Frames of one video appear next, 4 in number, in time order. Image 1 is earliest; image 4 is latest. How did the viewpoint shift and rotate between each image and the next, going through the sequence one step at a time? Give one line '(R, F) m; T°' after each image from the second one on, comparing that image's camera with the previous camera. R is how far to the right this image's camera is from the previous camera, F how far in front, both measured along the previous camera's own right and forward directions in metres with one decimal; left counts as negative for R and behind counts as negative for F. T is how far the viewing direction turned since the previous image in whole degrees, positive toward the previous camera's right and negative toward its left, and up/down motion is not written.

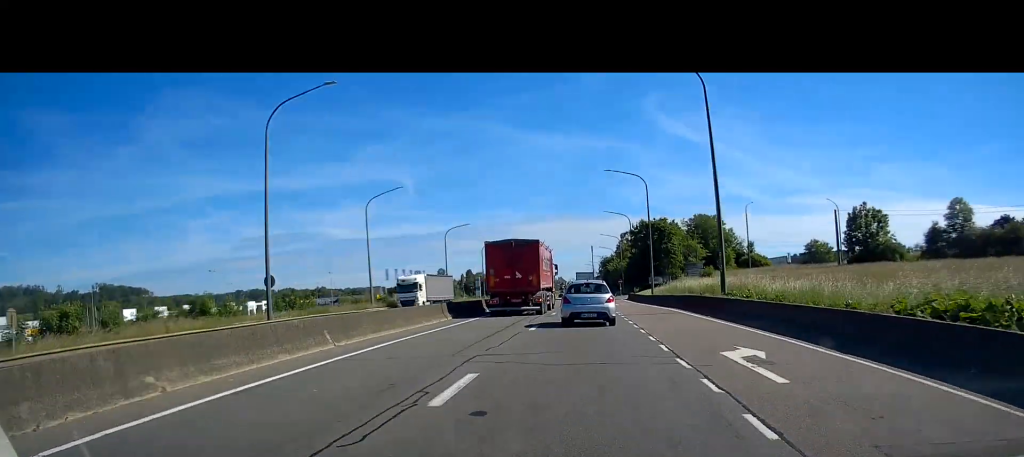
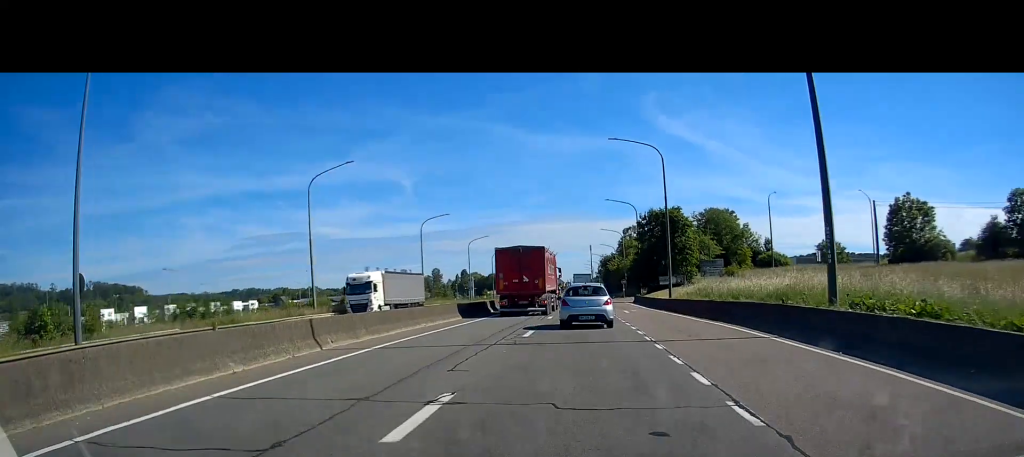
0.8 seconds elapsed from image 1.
(0.0, +14.5) m; 0°
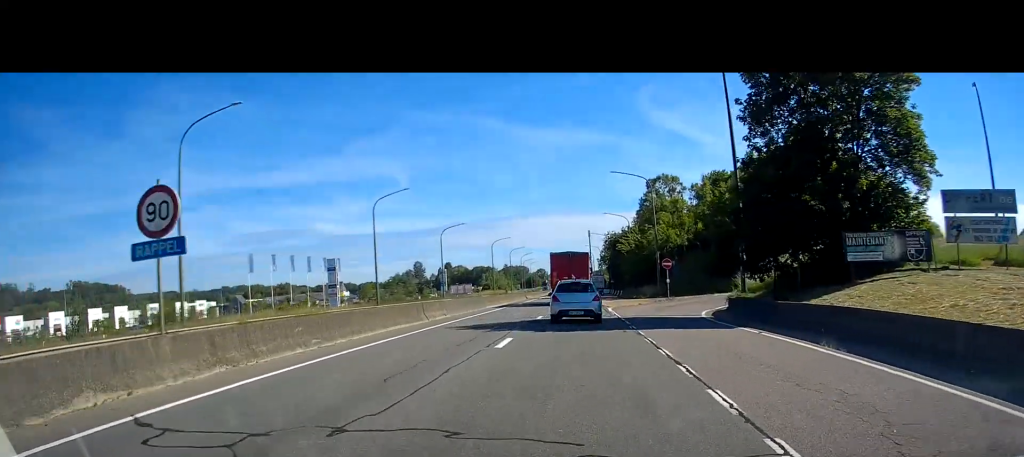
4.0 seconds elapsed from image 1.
(+0.1, +55.5) m; 0°
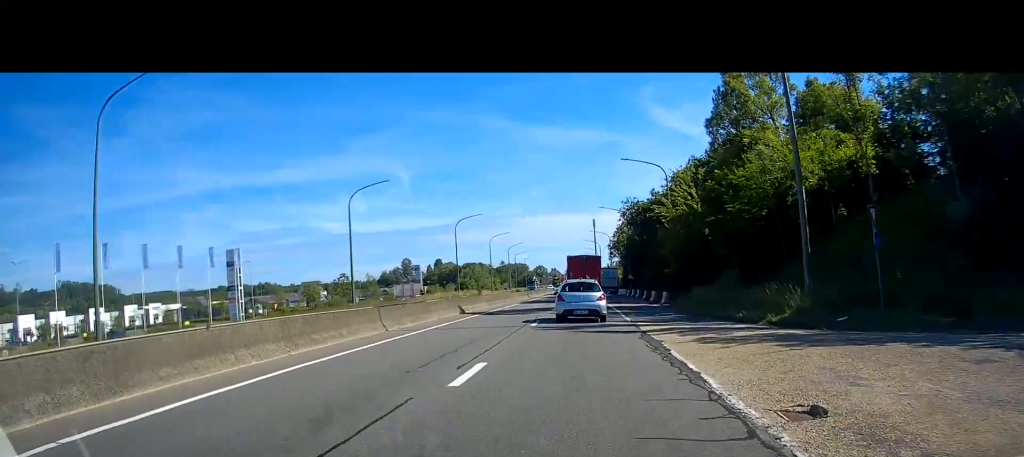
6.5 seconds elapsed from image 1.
(+0.2, +43.7) m; +1°
